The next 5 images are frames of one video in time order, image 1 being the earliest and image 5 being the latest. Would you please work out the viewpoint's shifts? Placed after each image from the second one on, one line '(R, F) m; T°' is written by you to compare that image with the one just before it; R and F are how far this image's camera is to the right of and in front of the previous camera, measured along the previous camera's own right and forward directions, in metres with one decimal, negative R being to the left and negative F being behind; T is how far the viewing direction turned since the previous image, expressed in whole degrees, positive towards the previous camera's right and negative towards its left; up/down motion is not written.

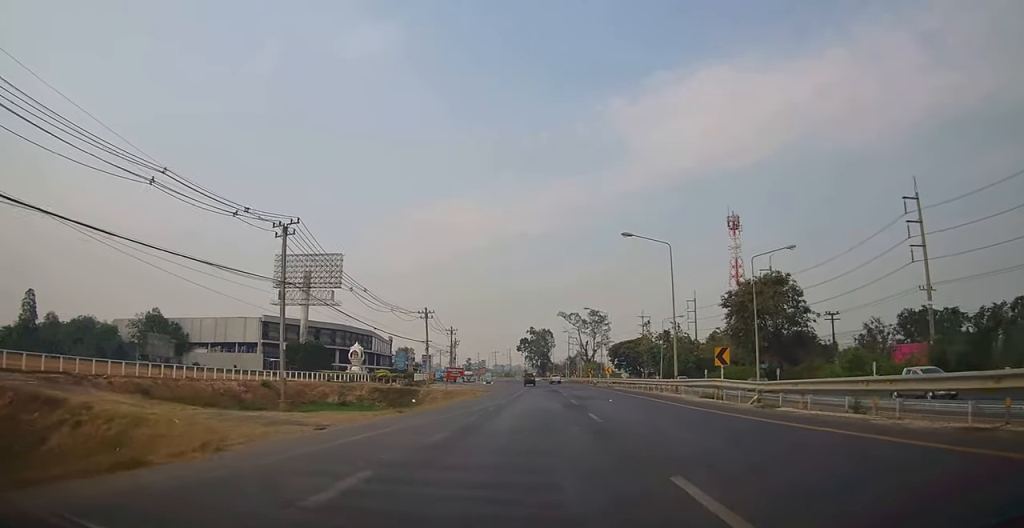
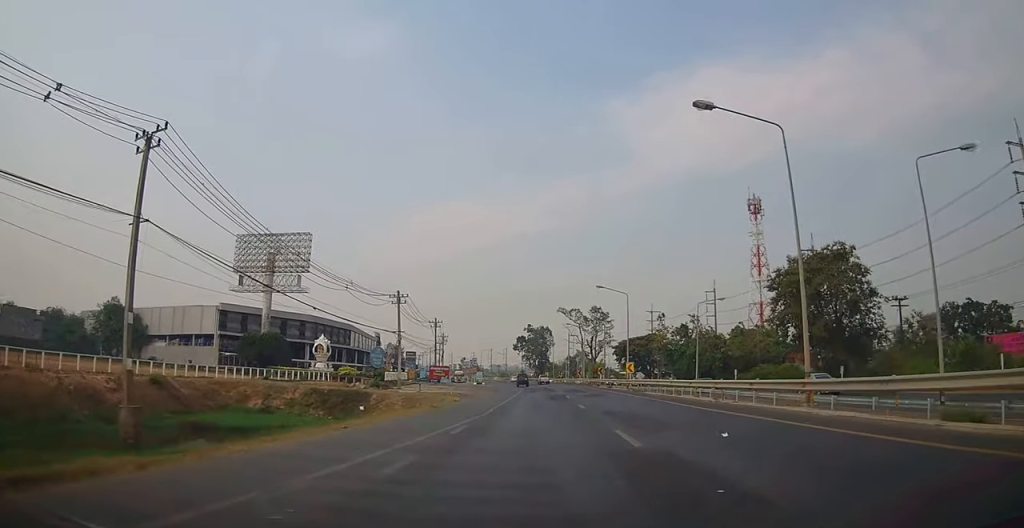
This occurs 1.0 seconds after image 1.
(-0.1, +17.1) m; -1°
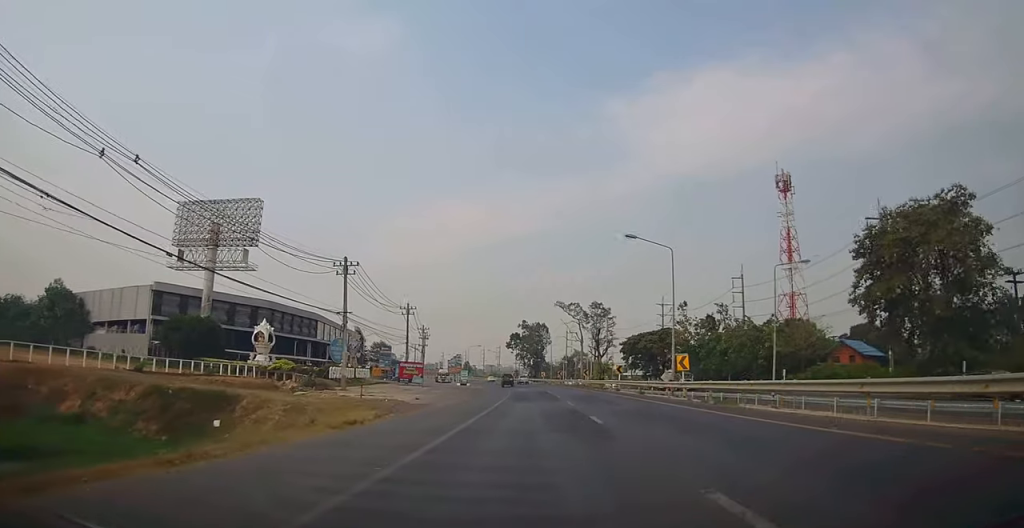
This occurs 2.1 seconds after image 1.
(-0.1, +18.6) m; -1°
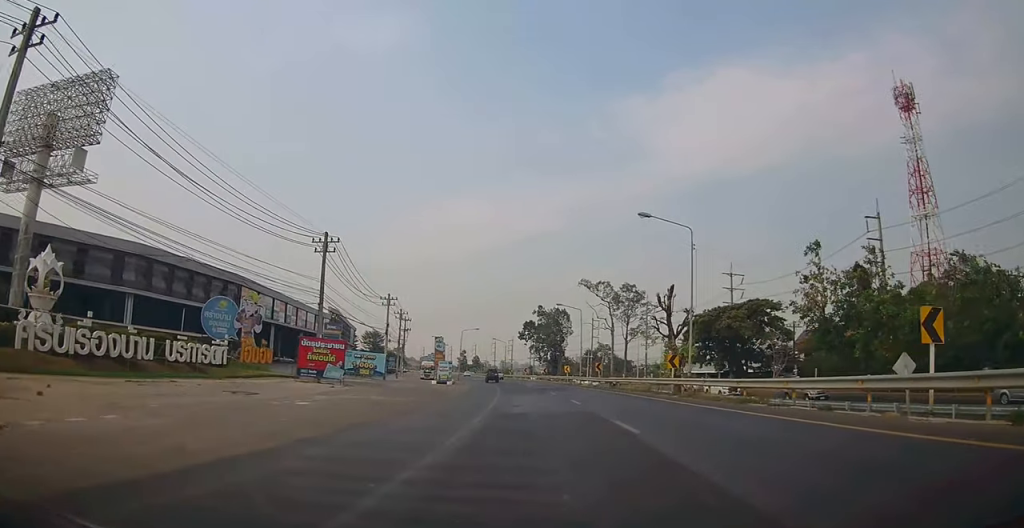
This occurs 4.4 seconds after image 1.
(-0.4, +40.1) m; +1°
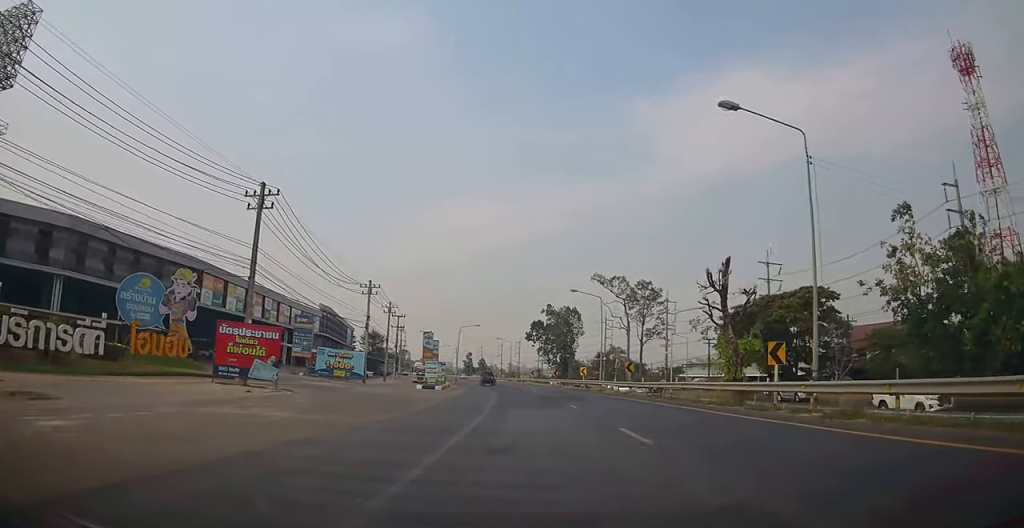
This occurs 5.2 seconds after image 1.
(+0.1, +13.2) m; -1°
